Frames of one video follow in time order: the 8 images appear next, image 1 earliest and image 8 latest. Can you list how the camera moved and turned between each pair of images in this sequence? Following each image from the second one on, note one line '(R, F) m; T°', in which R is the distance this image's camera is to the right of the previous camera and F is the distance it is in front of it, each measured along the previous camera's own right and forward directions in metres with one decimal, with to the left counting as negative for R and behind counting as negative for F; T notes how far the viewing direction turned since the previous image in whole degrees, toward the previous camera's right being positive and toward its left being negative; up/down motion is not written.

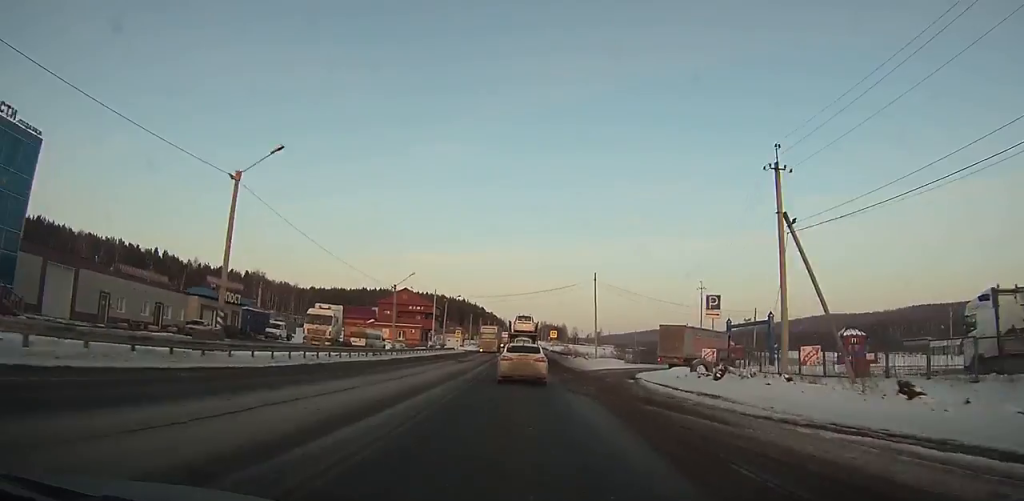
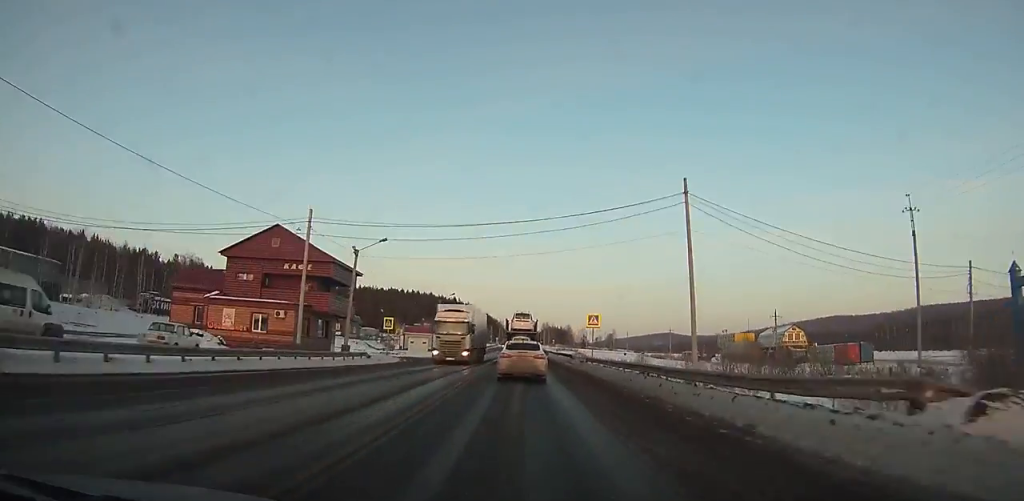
(+0.1, +54.3) m; 0°
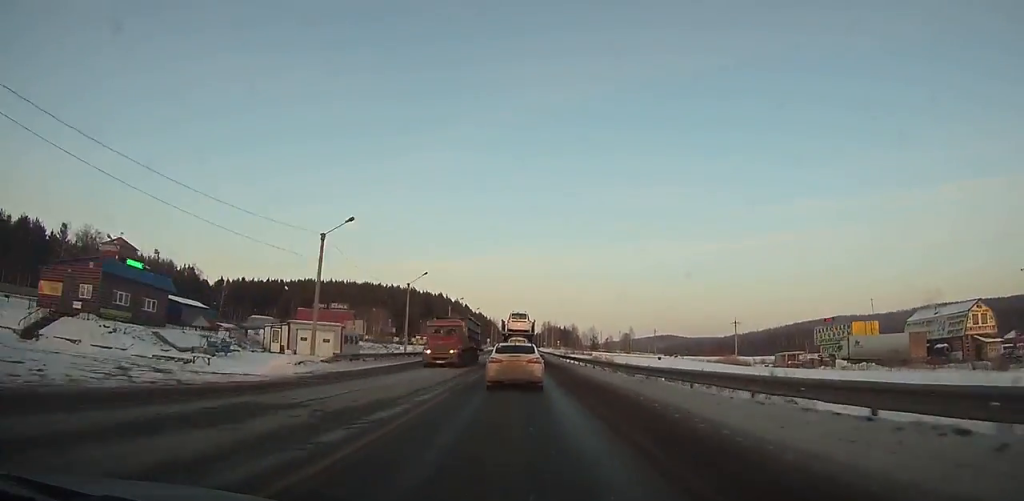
(-0.1, +51.3) m; 0°
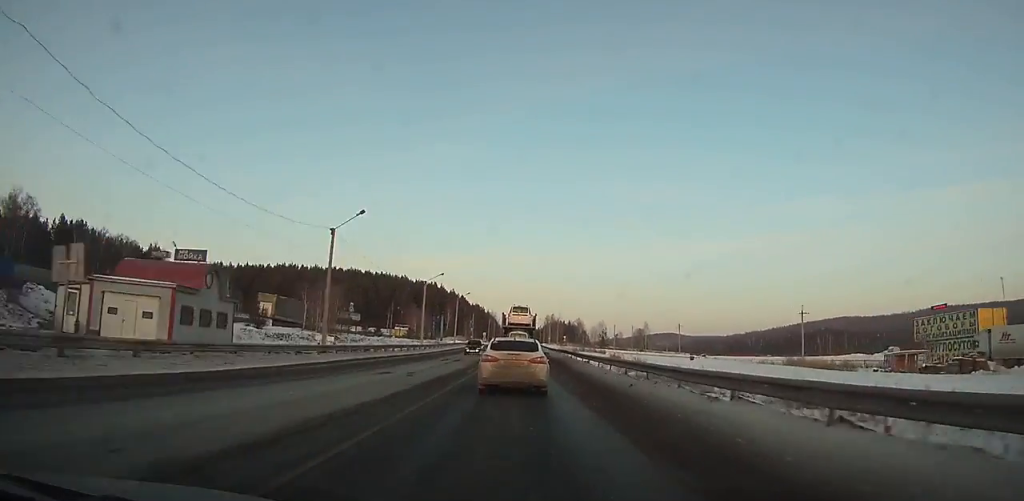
(-0.2, +26.1) m; 0°
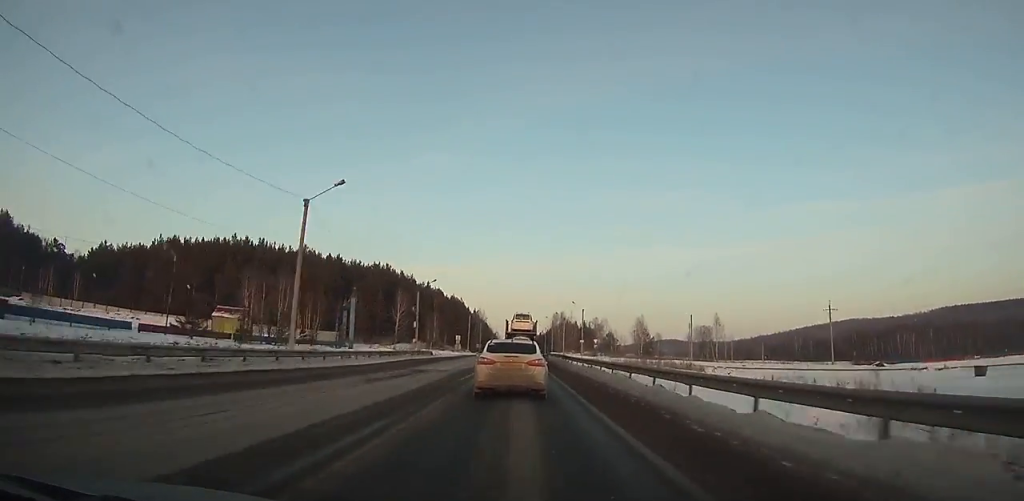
(+0.5, +79.2) m; 0°
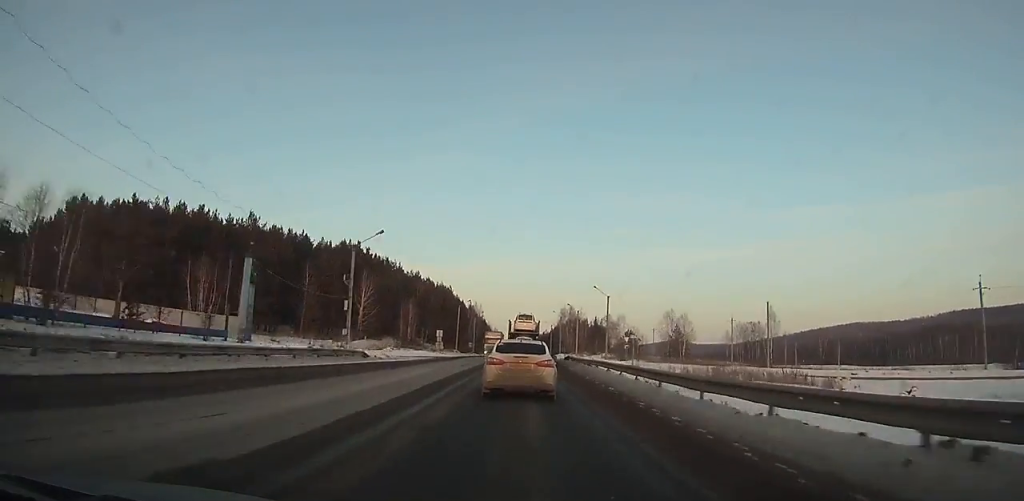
(0.0, +28.6) m; 0°
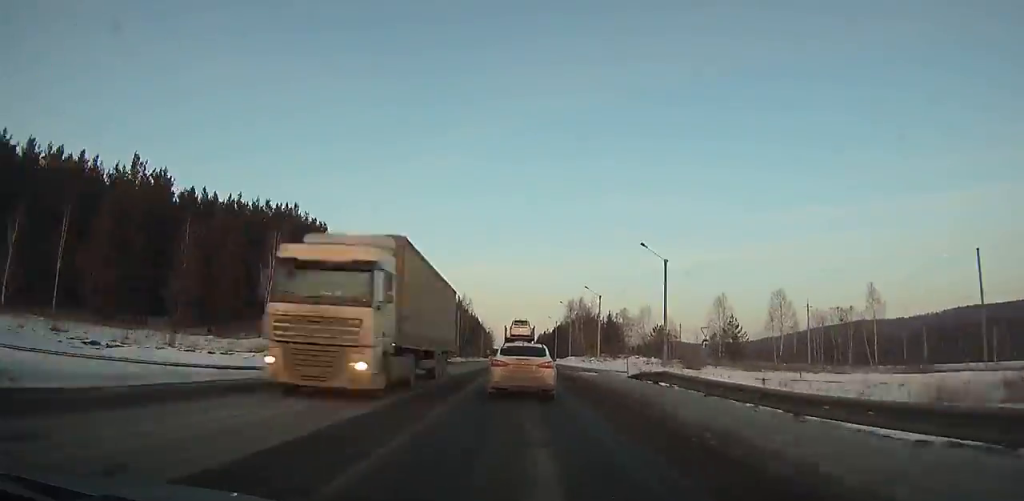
(-0.1, +34.3) m; 0°
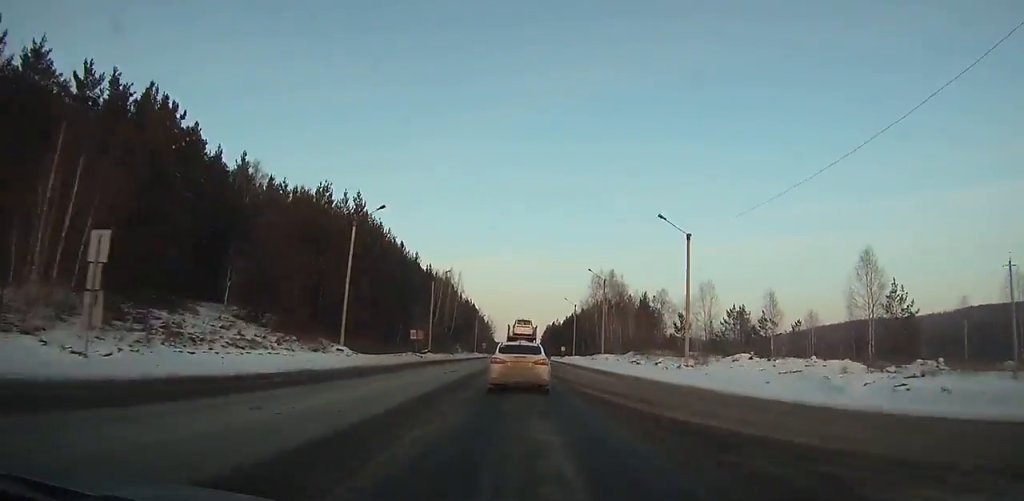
(0.0, +40.5) m; 0°
